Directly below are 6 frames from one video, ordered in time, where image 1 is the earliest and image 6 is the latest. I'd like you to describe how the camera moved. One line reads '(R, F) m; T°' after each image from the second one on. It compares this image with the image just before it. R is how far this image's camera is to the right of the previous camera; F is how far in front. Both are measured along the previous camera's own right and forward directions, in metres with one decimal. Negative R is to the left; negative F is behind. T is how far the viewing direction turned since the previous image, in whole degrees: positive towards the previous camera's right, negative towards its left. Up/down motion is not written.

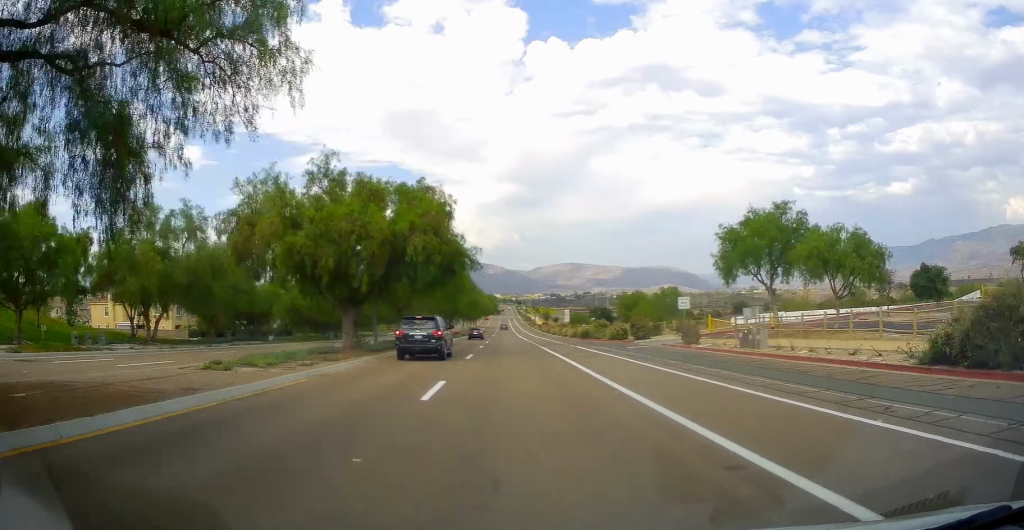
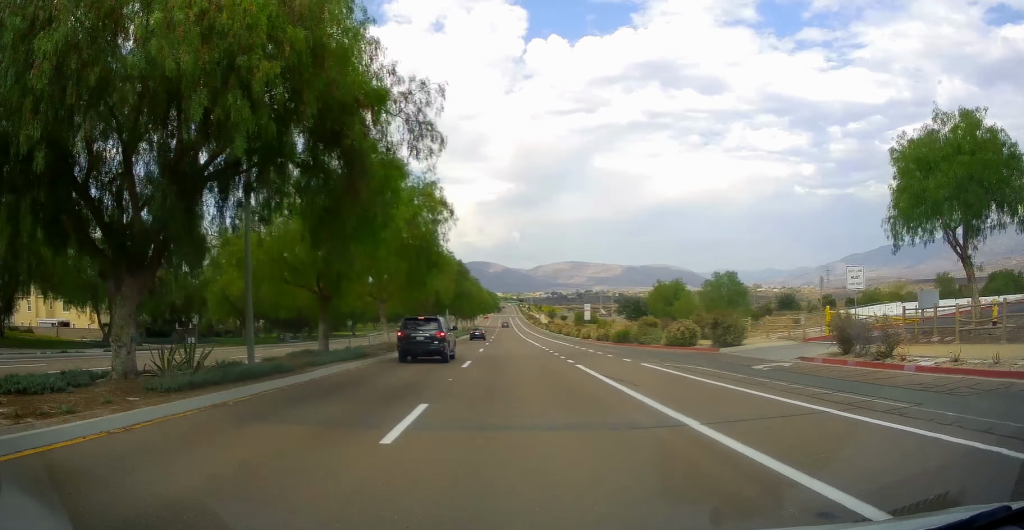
(0.0, +20.1) m; 0°
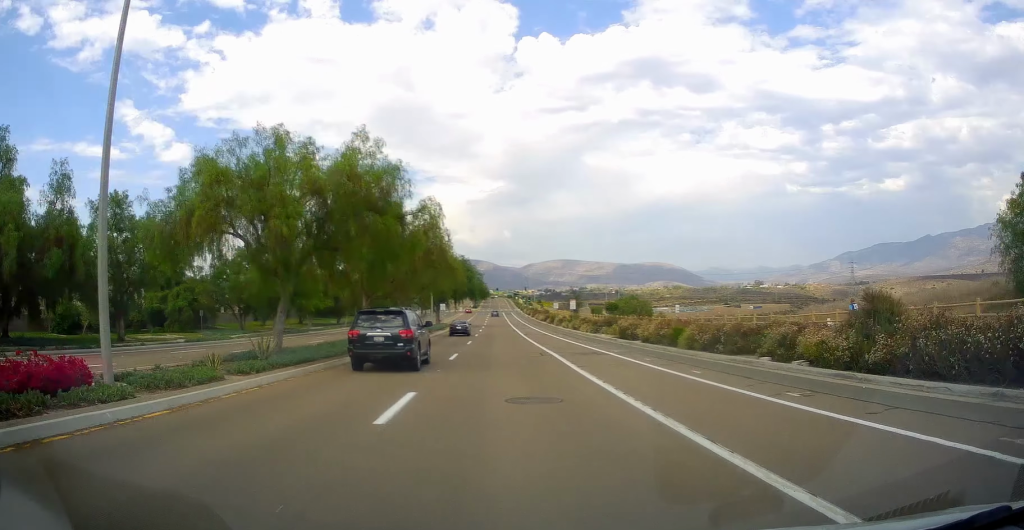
(-0.1, +74.5) m; 0°
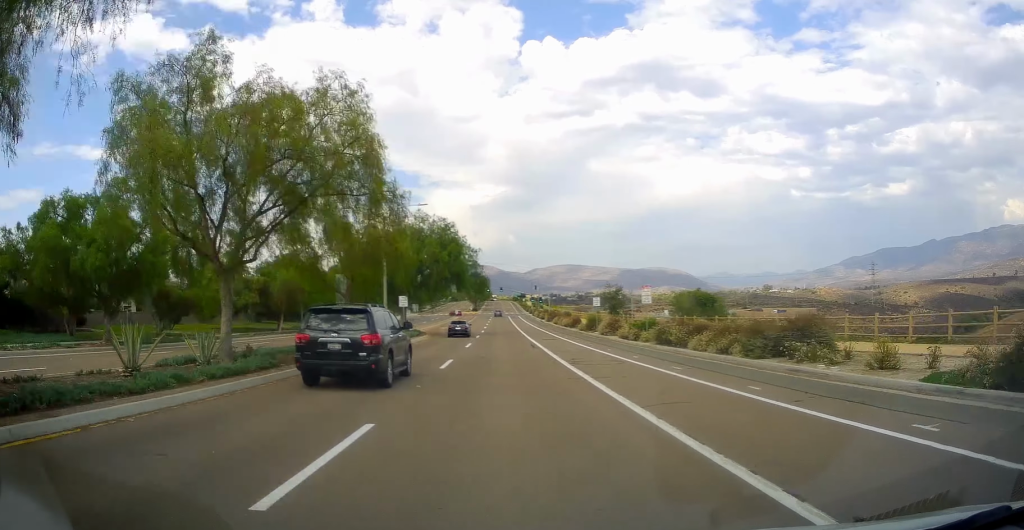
(+0.3, +34.5) m; 0°
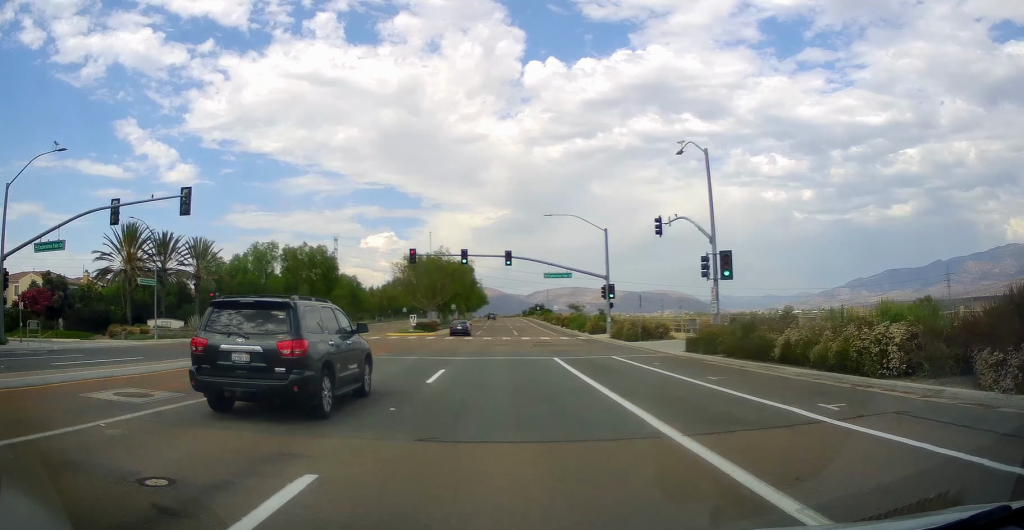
(-0.4, +125.6) m; 0°
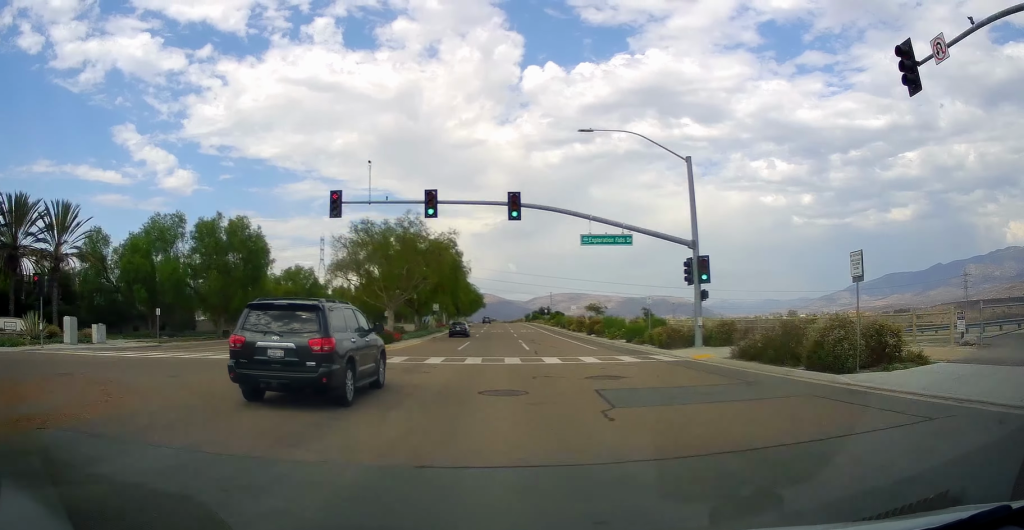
(-0.1, +25.1) m; 0°
